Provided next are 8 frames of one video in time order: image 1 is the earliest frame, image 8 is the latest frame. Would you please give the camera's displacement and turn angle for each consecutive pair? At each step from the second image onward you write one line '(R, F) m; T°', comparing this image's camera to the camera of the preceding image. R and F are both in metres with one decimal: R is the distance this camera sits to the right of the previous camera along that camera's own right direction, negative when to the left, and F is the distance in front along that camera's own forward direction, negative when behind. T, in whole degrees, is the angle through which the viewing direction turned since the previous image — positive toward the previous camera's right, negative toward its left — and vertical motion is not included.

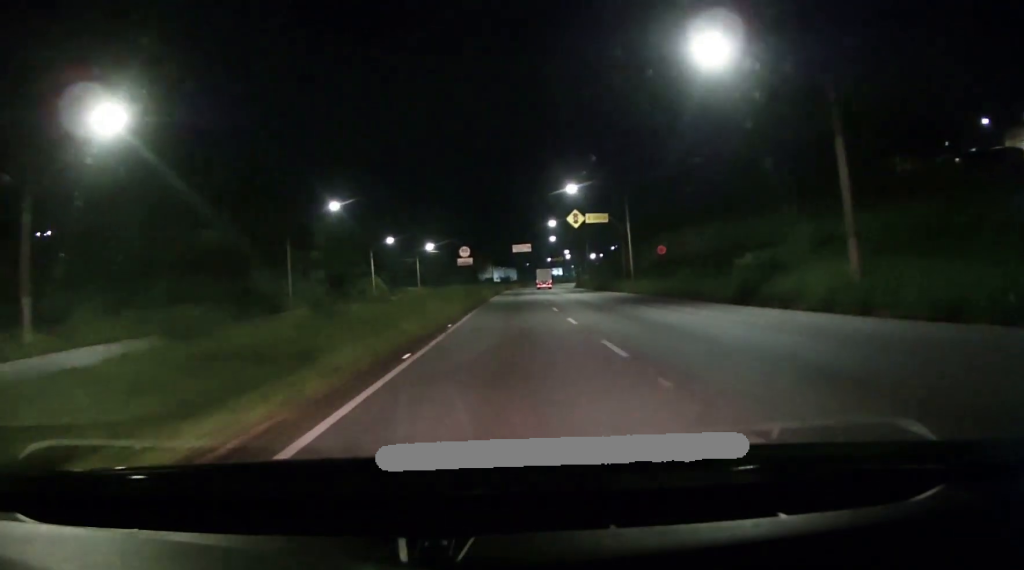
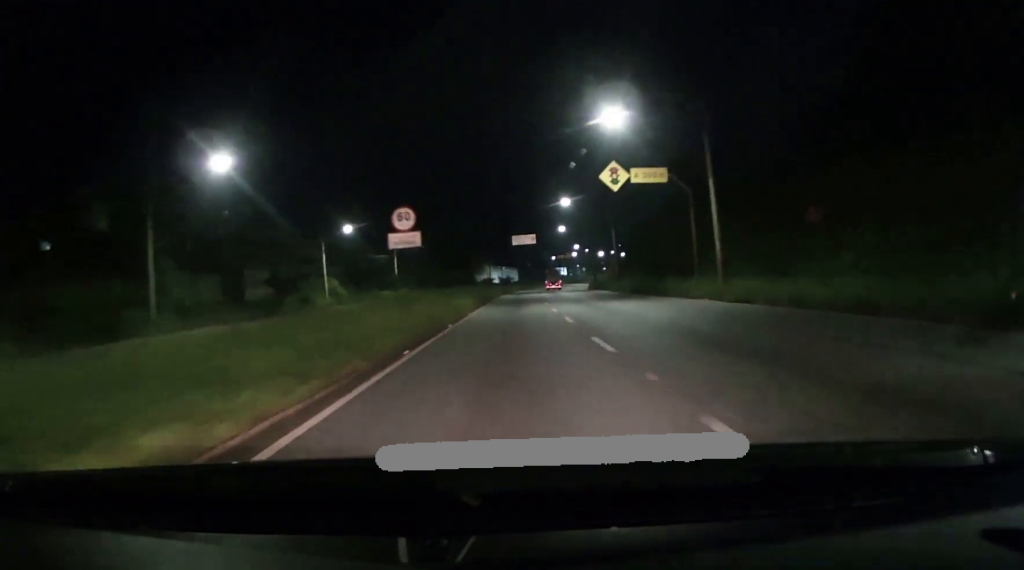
(0.0, +25.7) m; 0°
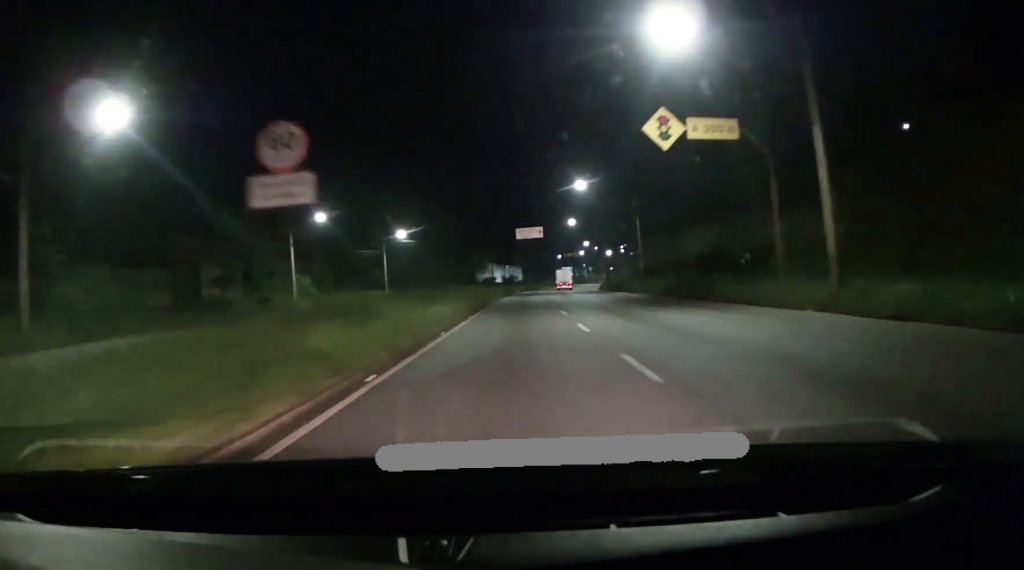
(-0.1, +12.5) m; 0°
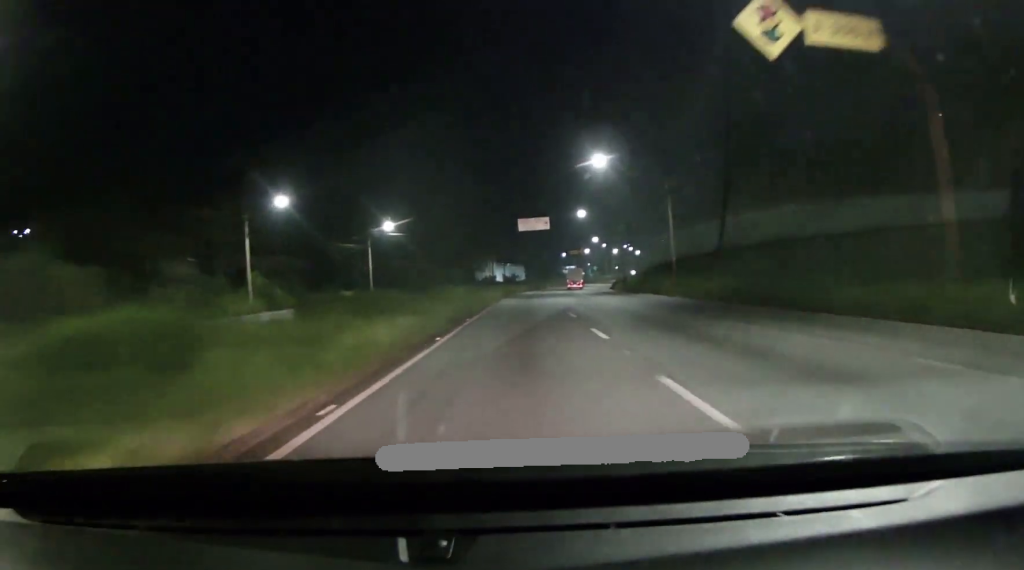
(0.0, +11.6) m; 0°
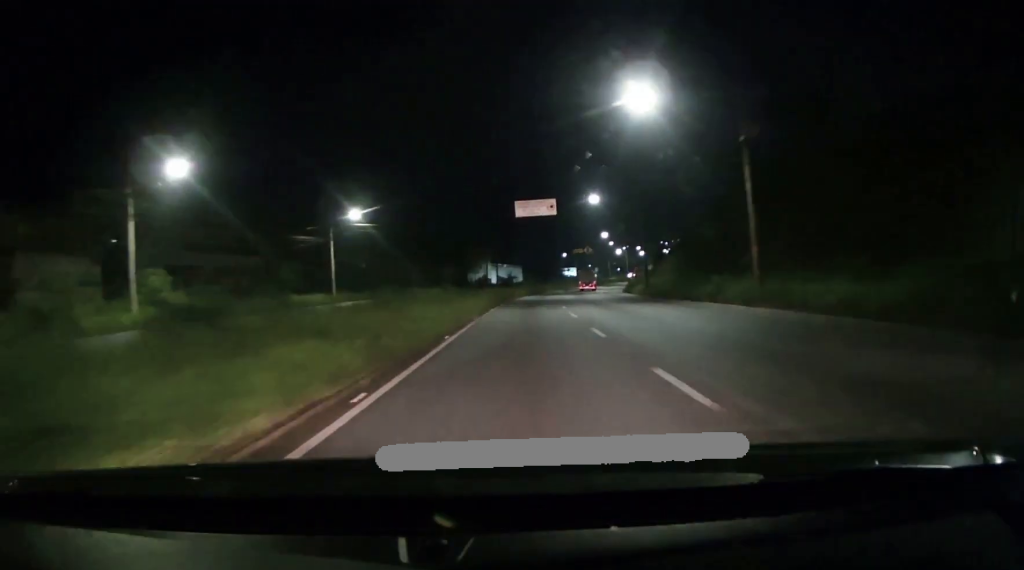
(0.0, +16.6) m; 0°
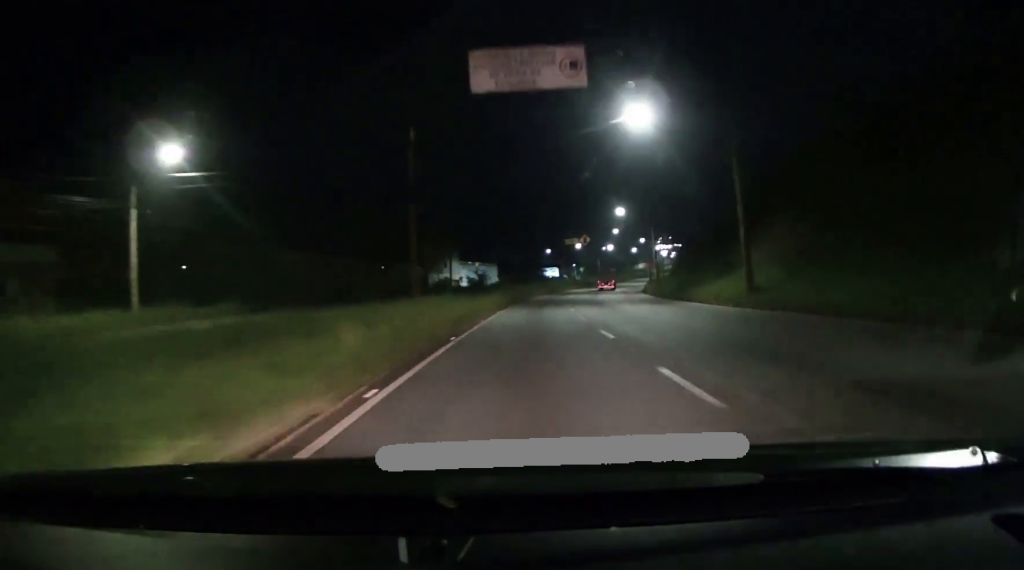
(+1.1, +34.7) m; +3°
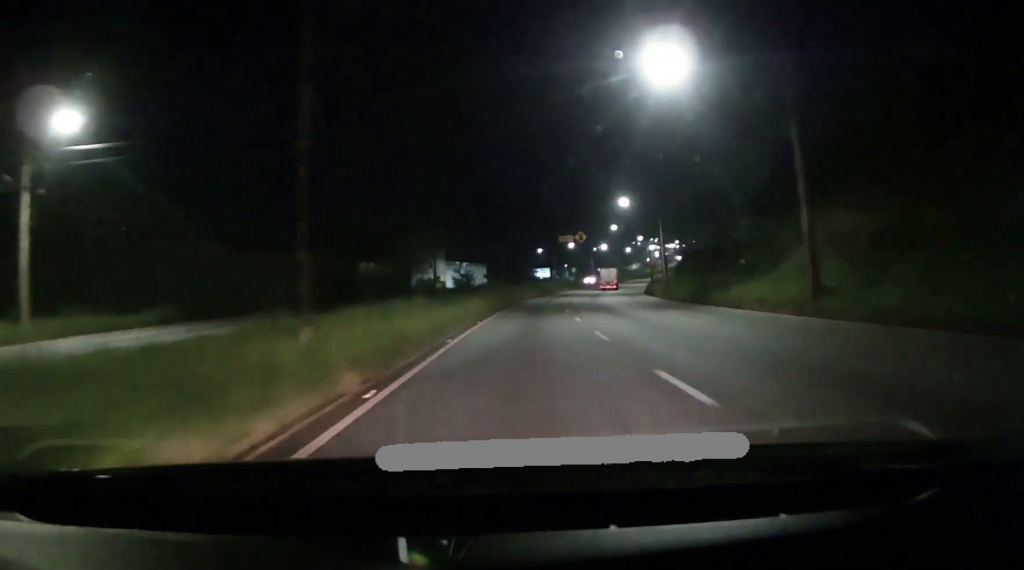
(0.0, +8.6) m; 0°
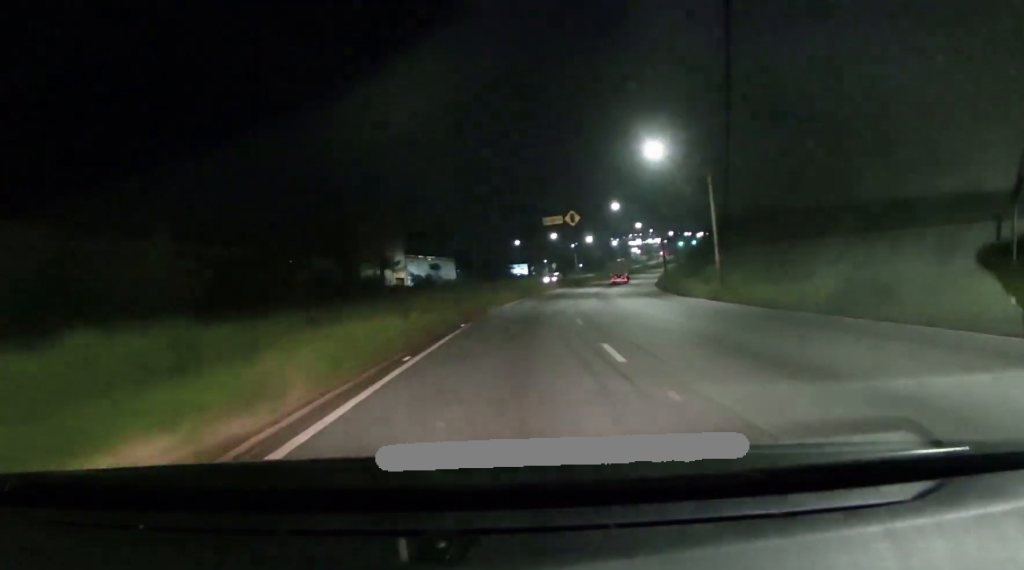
(0.0, +22.3) m; 0°
